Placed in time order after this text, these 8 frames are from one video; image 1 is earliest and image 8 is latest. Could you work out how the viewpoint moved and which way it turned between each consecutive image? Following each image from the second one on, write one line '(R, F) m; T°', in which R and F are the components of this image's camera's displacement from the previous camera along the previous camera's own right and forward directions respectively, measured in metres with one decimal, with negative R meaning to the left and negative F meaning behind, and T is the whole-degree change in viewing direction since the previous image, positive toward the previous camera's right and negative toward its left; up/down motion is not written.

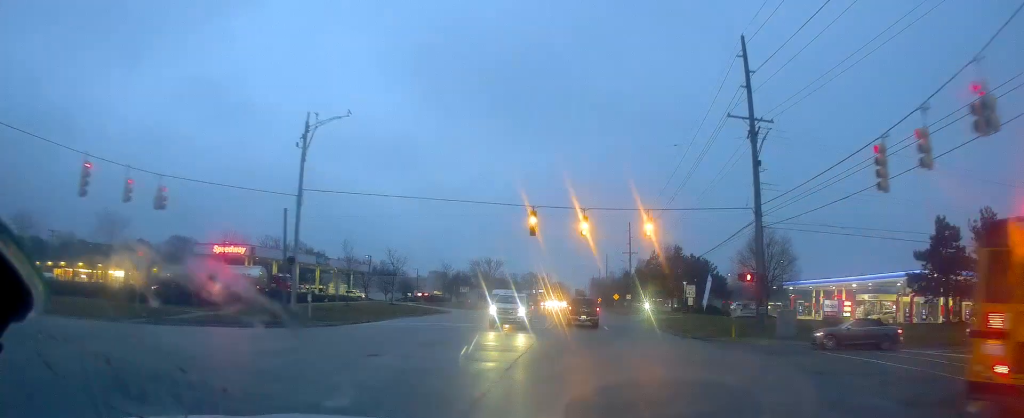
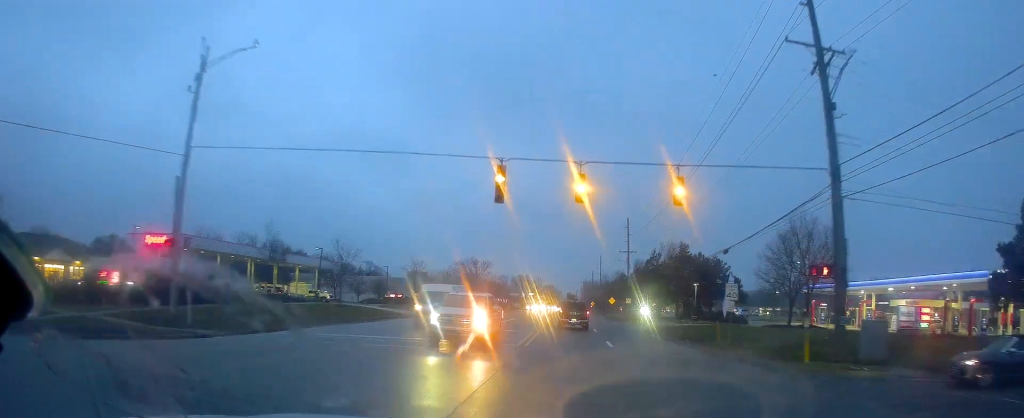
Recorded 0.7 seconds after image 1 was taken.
(-0.1, +11.4) m; 0°
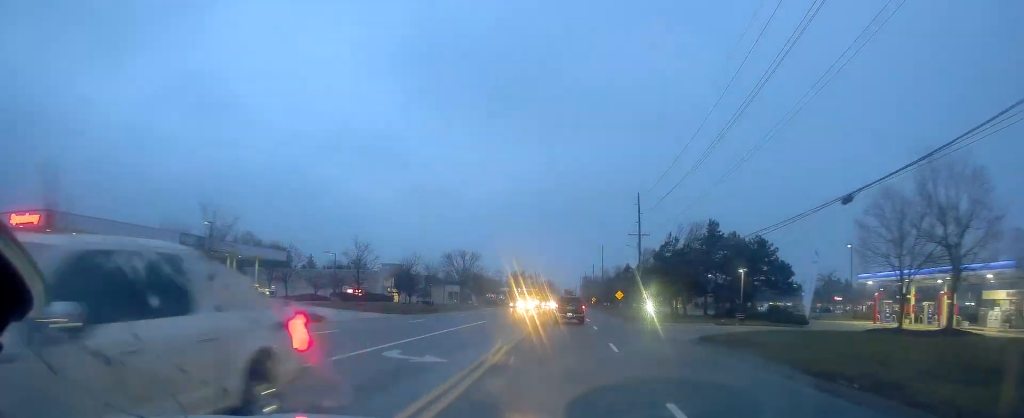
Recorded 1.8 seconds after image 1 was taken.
(+0.1, +18.3) m; +1°
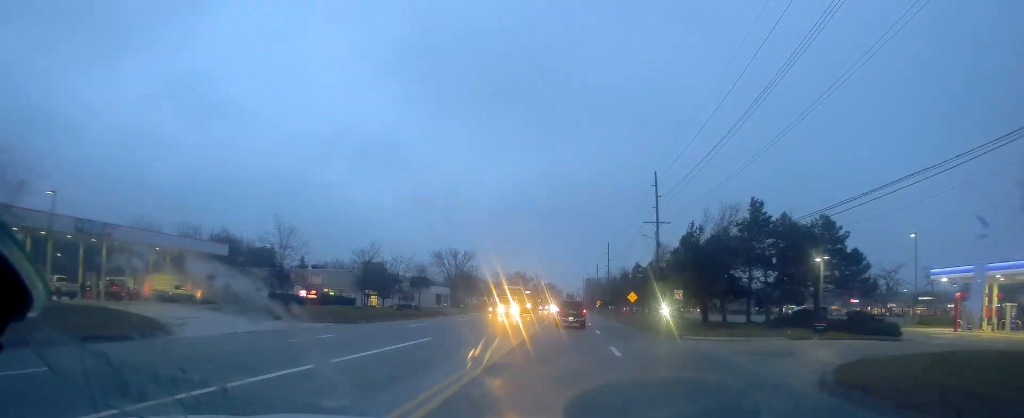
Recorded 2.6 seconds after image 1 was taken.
(+0.1, +15.0) m; -1°
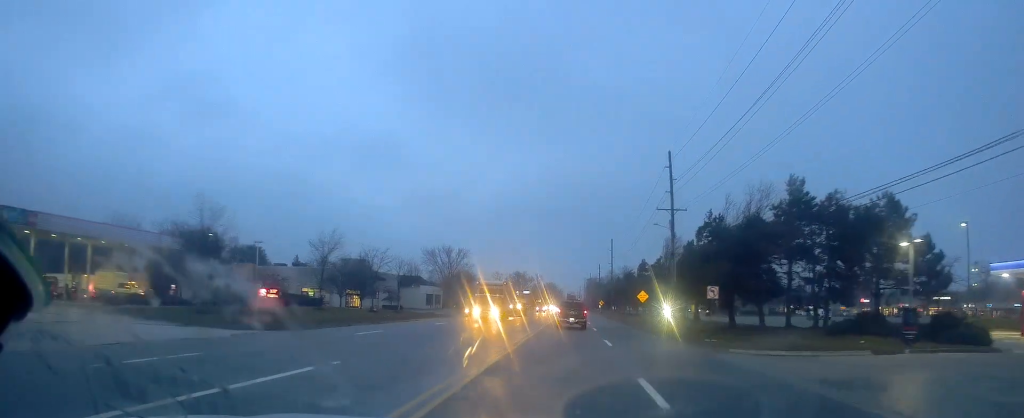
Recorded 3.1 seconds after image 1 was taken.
(+0.2, +9.2) m; -1°
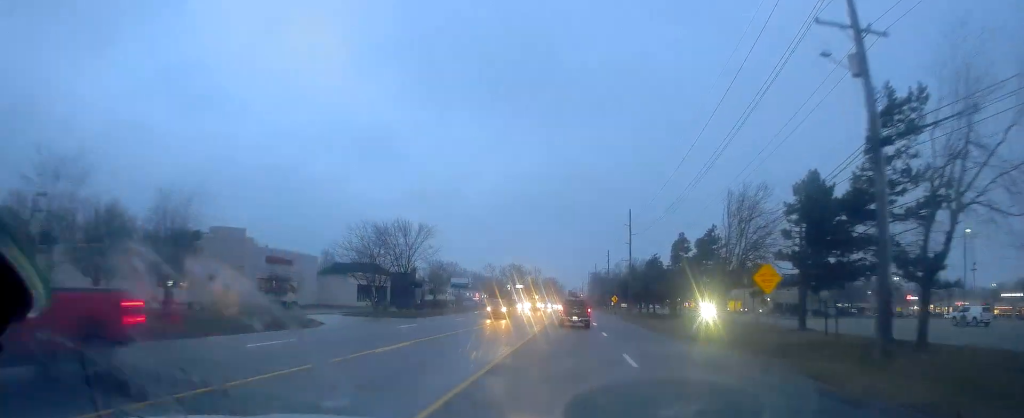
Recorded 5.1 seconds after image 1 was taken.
(-0.1, +38.4) m; 0°
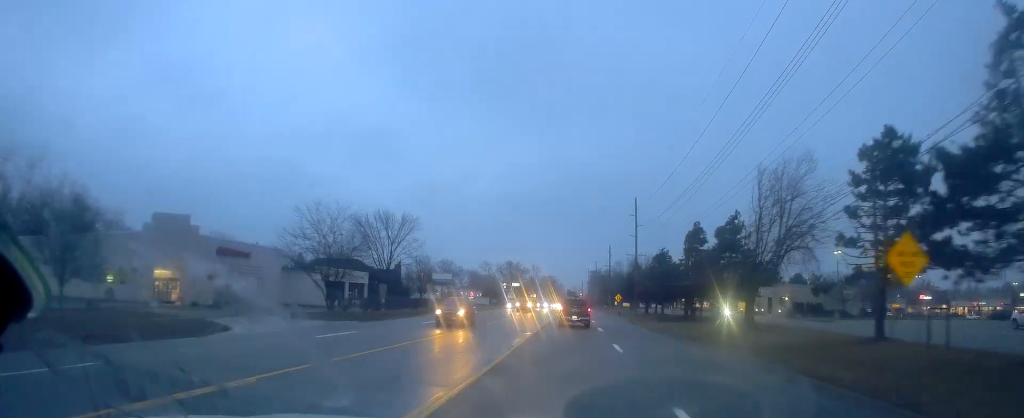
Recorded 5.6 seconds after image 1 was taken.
(-0.2, +10.2) m; 0°
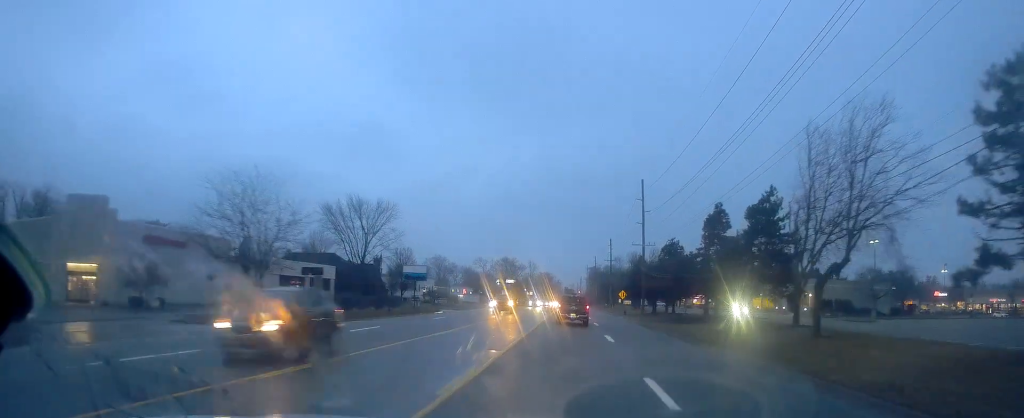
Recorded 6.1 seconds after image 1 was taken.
(-0.4, +11.5) m; 0°
